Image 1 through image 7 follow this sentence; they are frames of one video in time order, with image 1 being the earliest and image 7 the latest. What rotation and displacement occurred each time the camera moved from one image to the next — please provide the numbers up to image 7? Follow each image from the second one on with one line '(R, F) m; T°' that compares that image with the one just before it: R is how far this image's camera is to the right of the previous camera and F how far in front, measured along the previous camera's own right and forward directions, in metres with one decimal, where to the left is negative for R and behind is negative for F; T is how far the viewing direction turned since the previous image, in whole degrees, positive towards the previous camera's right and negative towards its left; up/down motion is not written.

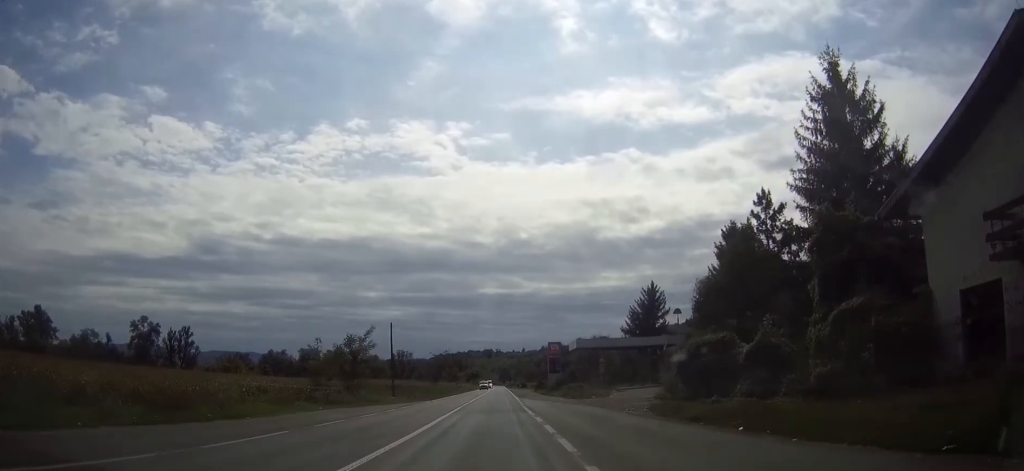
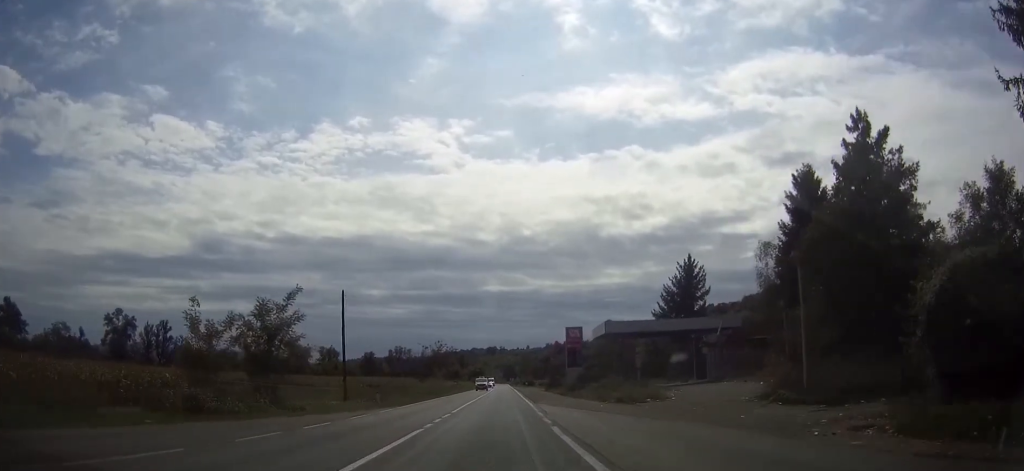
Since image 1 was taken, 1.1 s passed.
(0.0, +19.7) m; 0°
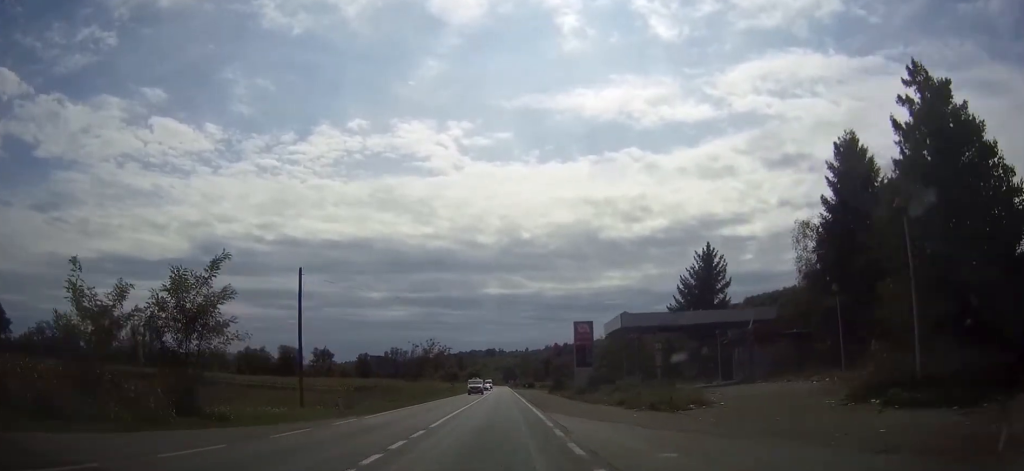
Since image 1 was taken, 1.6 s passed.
(0.0, +8.7) m; 0°
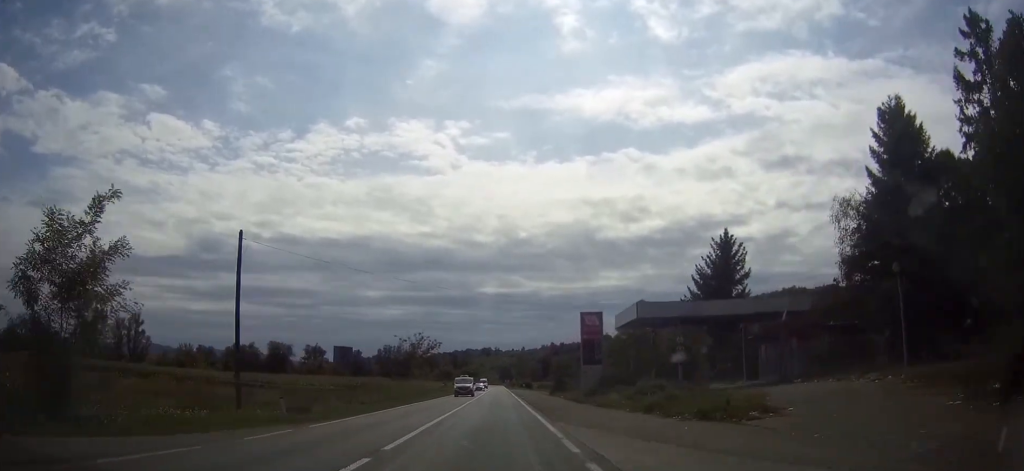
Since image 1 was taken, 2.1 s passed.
(0.0, +7.5) m; 0°
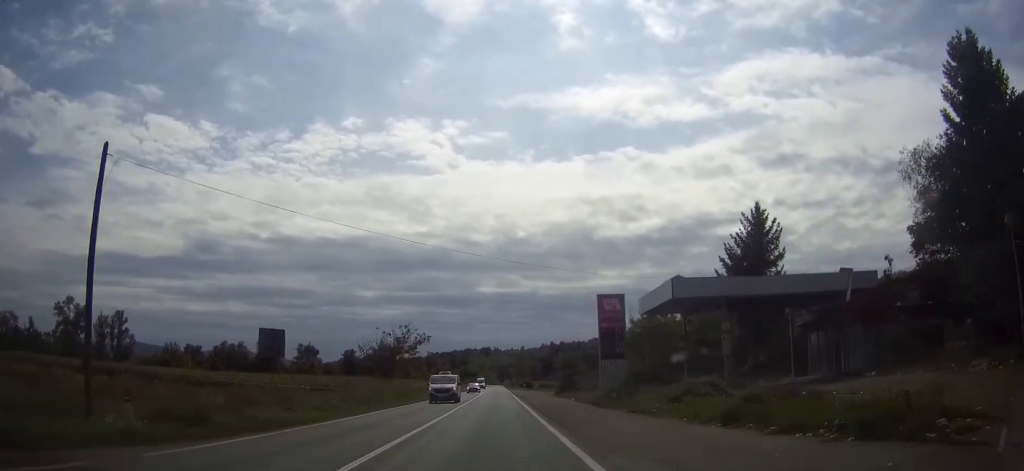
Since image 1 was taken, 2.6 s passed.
(0.0, +9.9) m; 0°
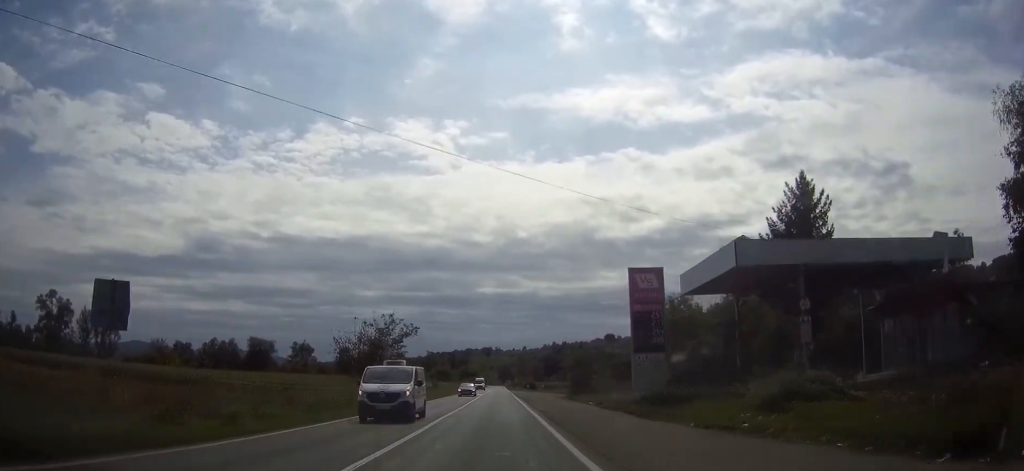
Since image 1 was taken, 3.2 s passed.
(0.0, +9.8) m; 0°
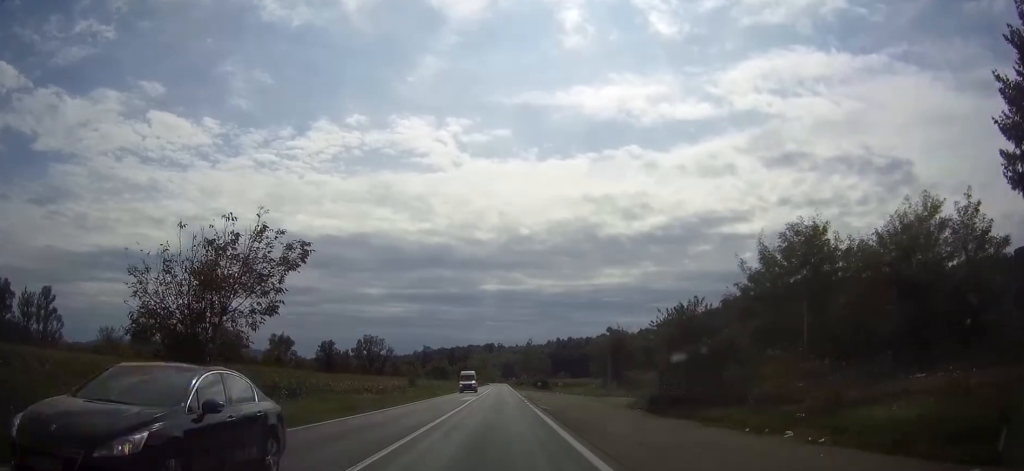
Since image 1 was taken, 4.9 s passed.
(0.0, +30.1) m; 0°
